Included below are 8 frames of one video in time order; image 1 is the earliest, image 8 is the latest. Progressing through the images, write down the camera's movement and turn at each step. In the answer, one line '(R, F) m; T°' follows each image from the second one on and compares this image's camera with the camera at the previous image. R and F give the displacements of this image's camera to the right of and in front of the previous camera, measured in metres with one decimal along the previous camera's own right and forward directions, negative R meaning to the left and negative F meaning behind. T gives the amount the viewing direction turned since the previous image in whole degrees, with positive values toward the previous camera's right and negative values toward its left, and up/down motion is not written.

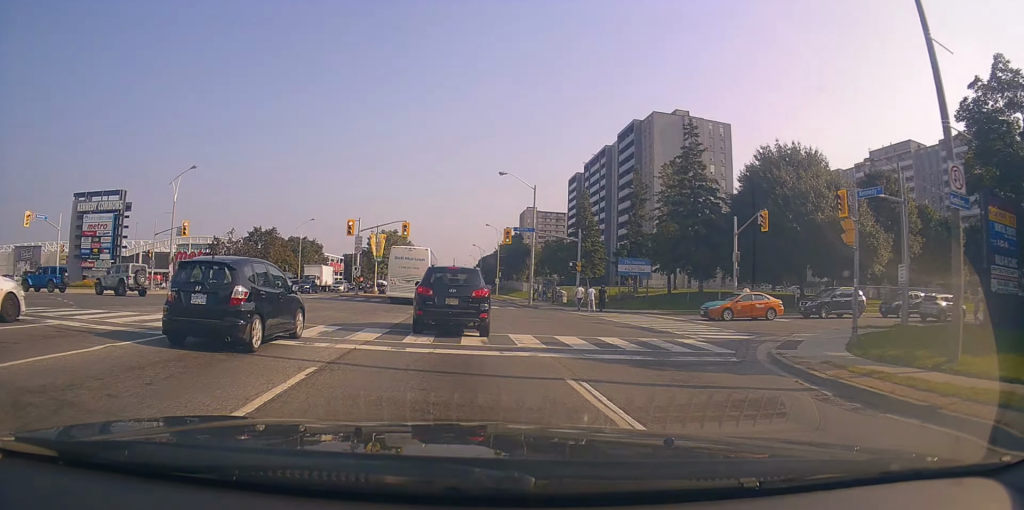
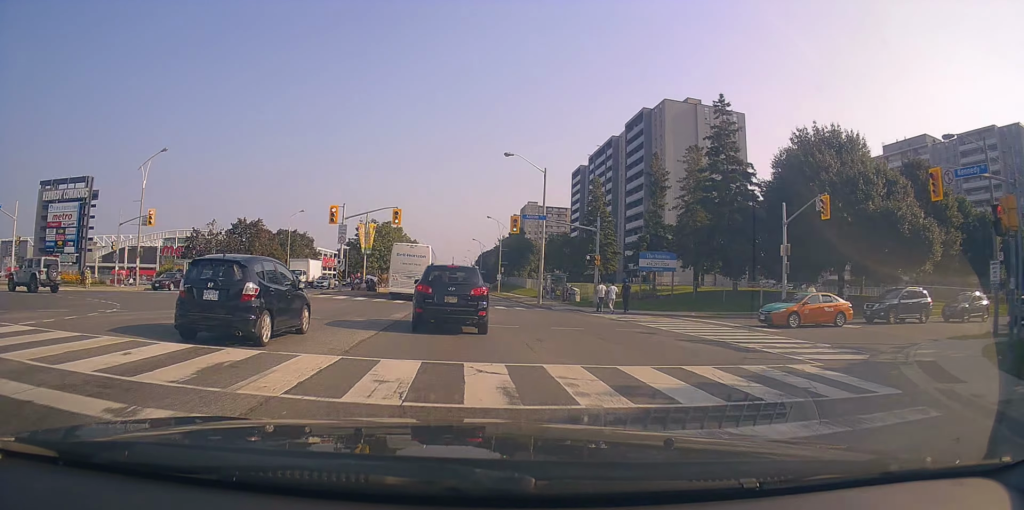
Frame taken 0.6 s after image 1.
(-0.2, +6.0) m; +1°
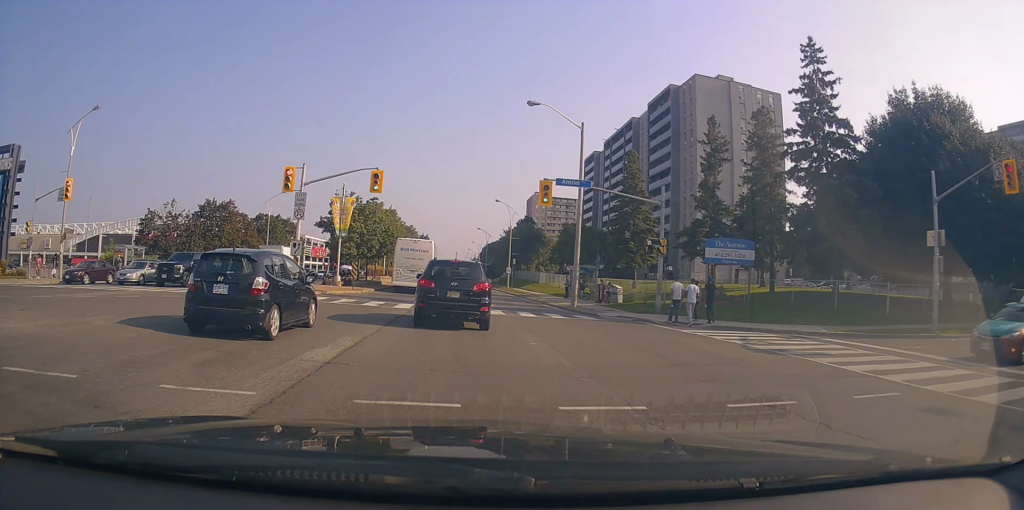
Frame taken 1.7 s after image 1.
(+0.3, +11.2) m; 0°
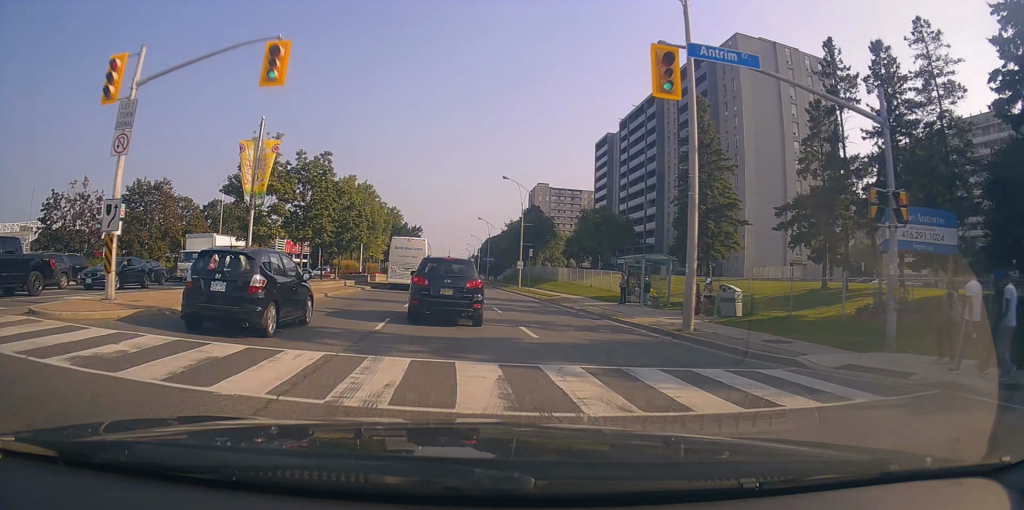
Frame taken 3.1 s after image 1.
(-0.4, +16.1) m; 0°
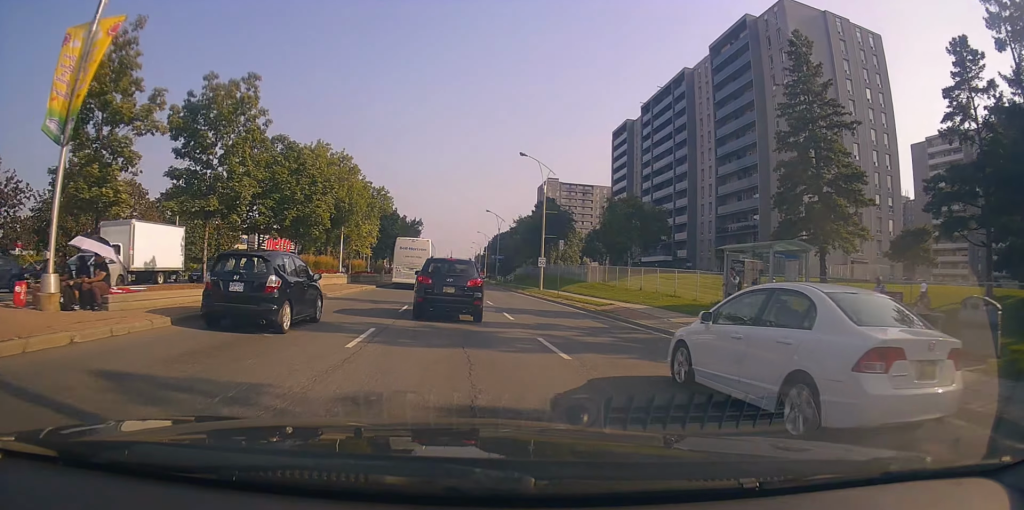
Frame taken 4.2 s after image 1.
(+0.6, +12.3) m; 0°
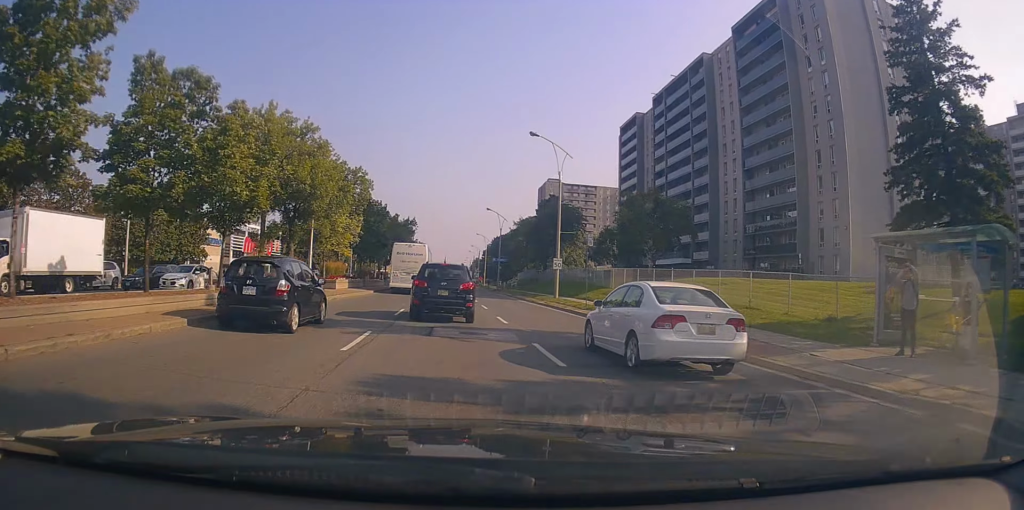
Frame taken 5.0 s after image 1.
(-0.3, +8.7) m; -2°
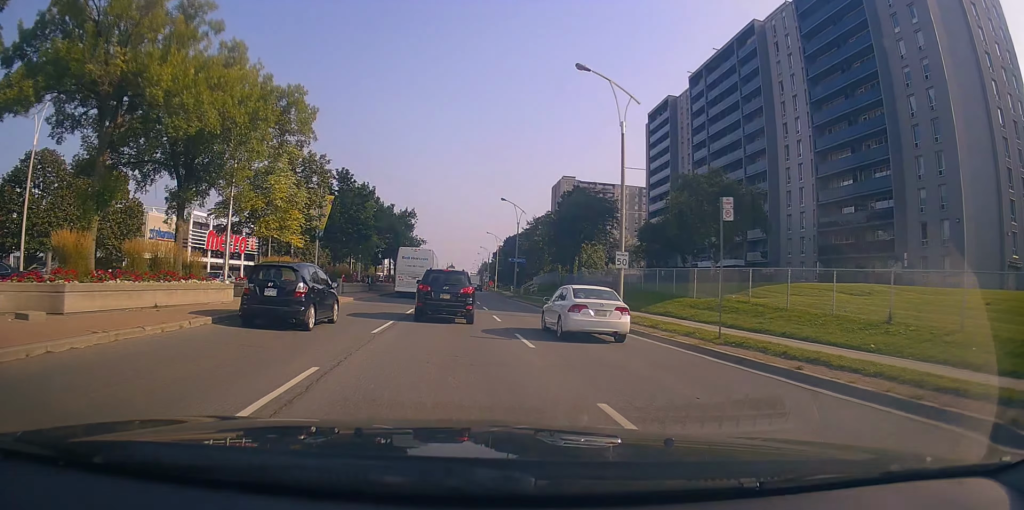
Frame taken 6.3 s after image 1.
(-0.2, +14.0) m; -1°
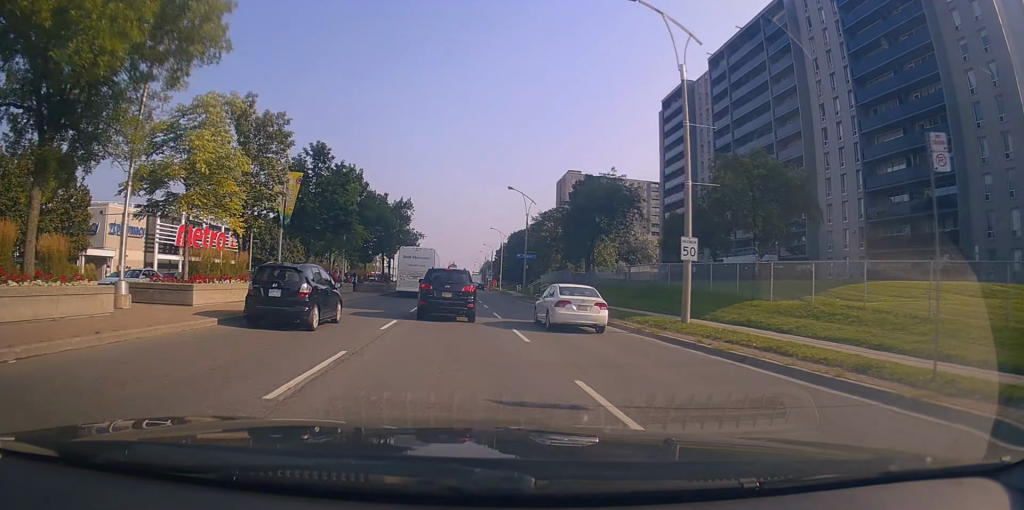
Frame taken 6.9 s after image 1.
(-0.2, +7.2) m; +1°
